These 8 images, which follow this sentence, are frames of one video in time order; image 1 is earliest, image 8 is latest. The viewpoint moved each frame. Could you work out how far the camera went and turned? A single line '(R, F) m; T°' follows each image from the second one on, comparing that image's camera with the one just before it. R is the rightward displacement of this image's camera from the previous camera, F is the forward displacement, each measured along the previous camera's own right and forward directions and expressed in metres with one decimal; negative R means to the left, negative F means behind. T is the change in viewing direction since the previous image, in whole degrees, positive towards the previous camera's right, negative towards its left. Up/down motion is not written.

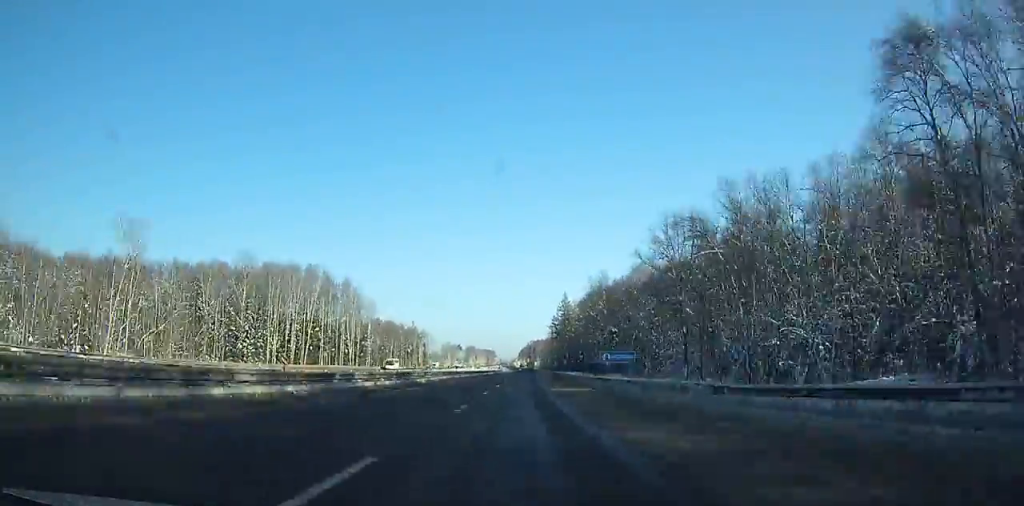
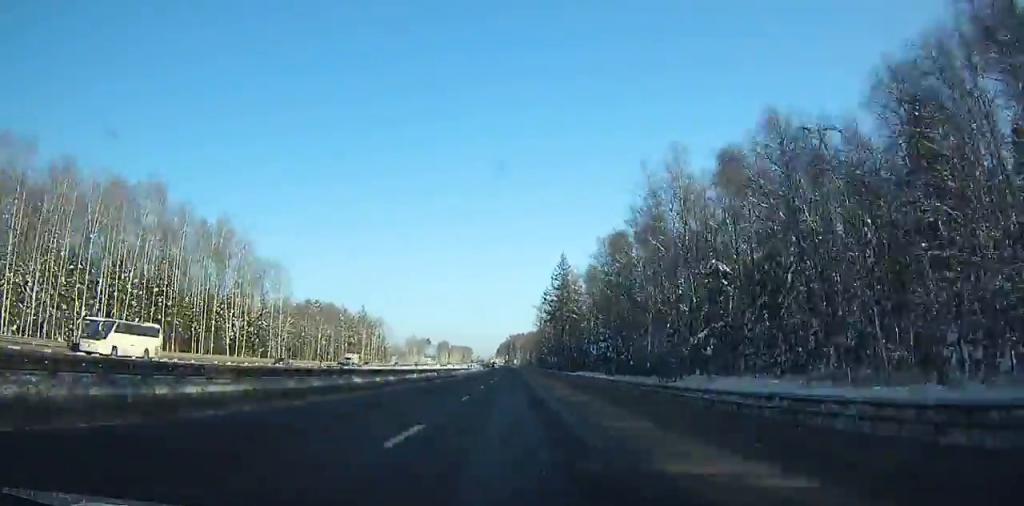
(+1.1, +68.0) m; +3°
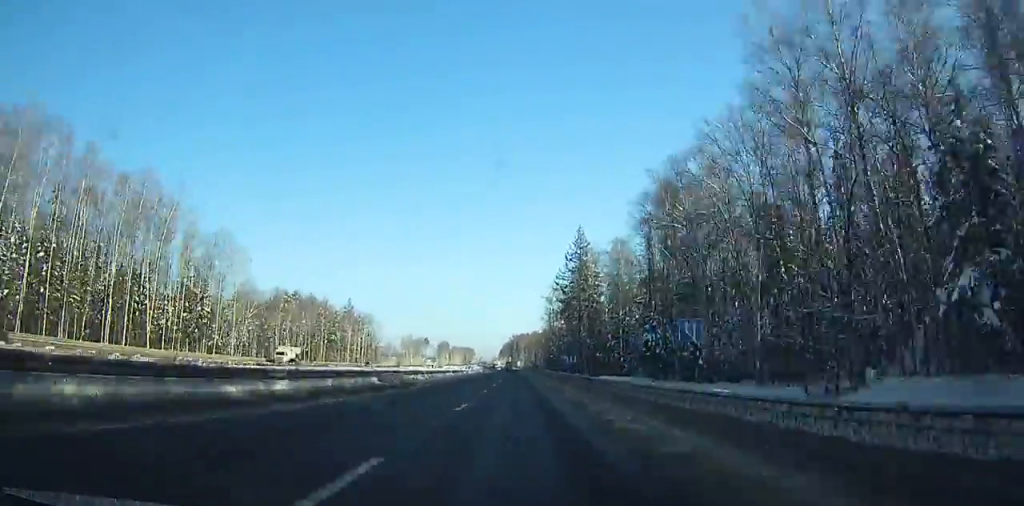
(-0.5, +28.7) m; +2°
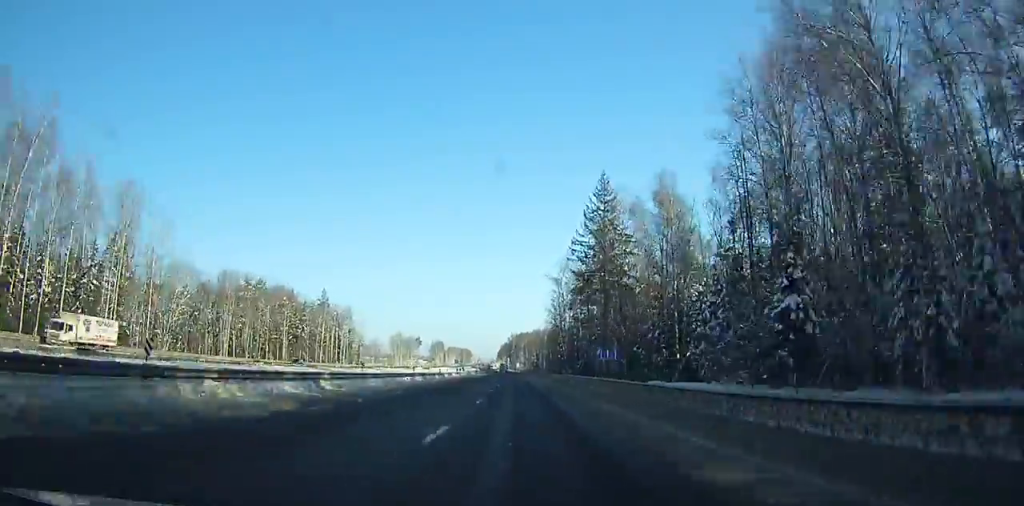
(+1.2, +32.1) m; -1°
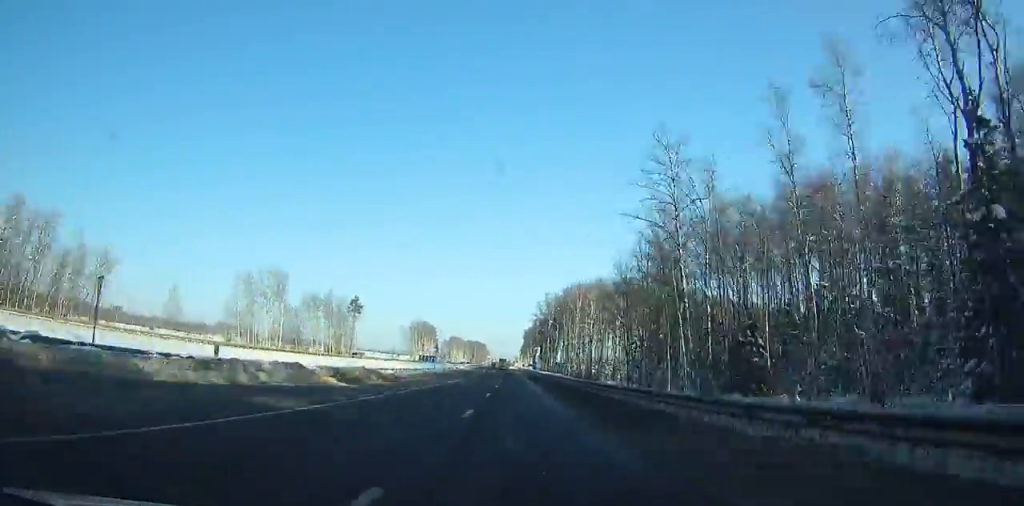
(-18.7, +225.5) m; -6°
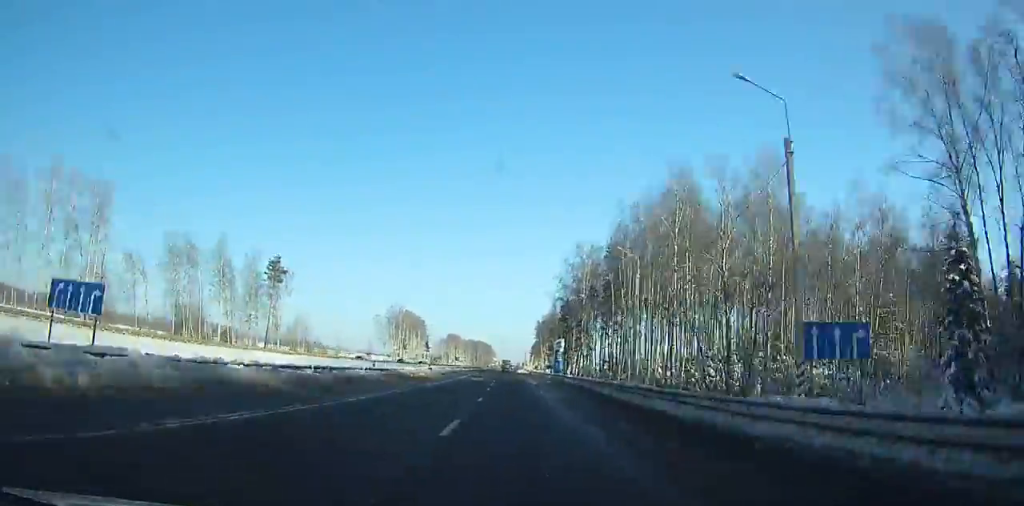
(-1.1, +79.4) m; -1°
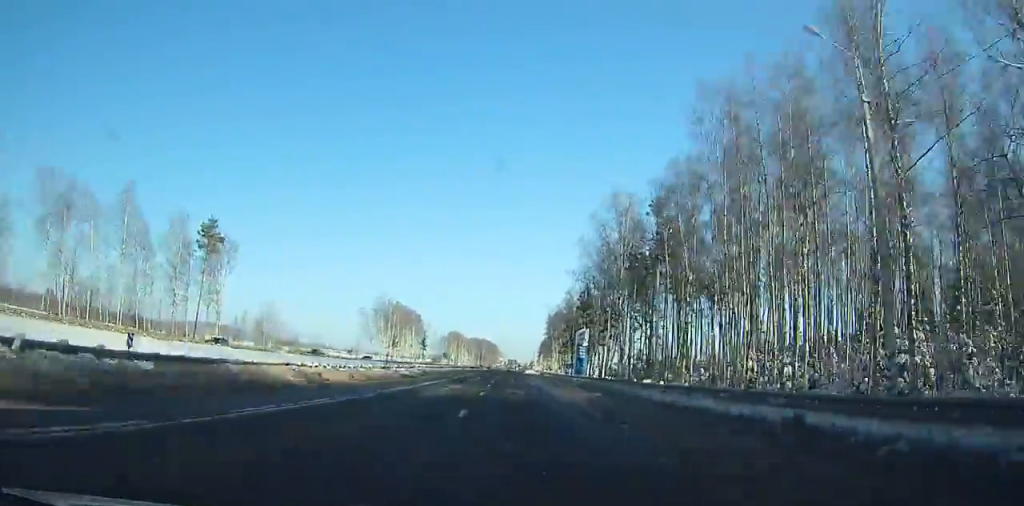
(-0.1, +33.0) m; 0°
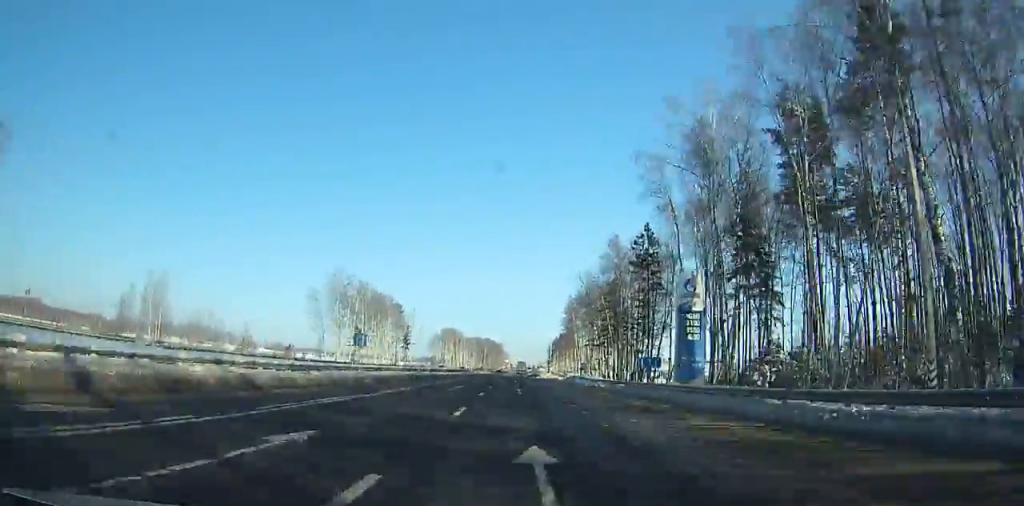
(0.0, +60.3) m; 0°
